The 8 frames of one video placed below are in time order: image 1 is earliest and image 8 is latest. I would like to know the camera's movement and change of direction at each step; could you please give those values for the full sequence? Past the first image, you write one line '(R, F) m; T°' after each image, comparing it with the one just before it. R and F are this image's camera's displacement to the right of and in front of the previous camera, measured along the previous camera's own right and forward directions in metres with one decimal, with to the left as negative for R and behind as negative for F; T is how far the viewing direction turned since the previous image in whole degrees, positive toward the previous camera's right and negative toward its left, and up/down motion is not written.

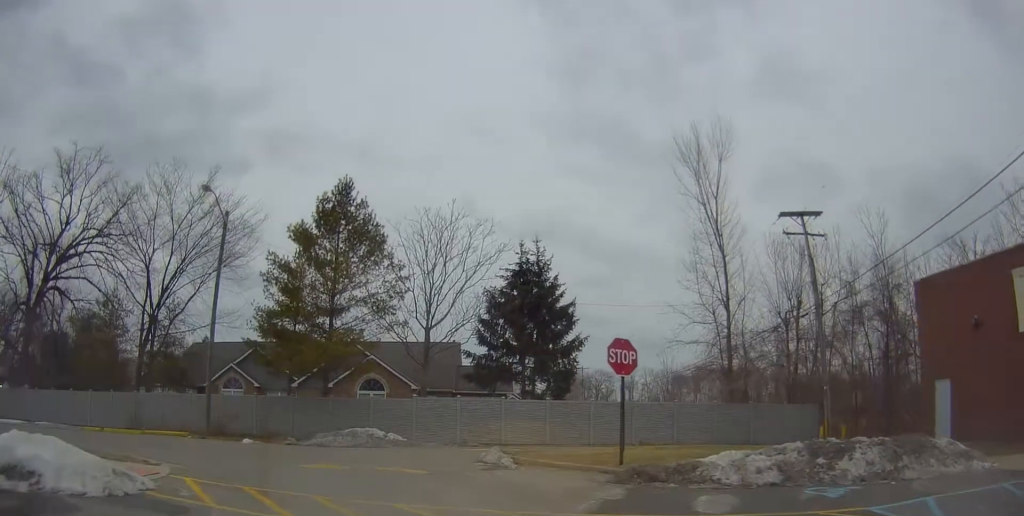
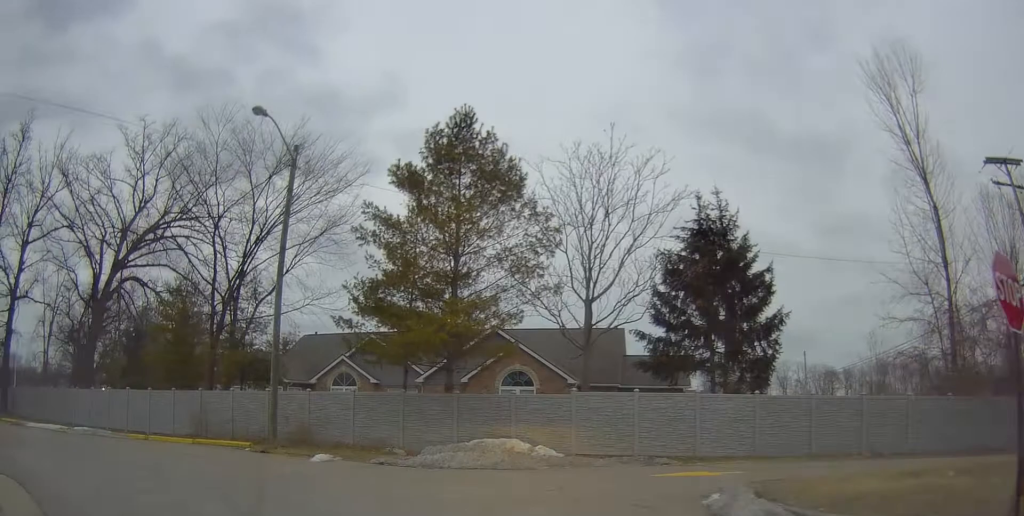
(0.0, +8.0) m; -5°
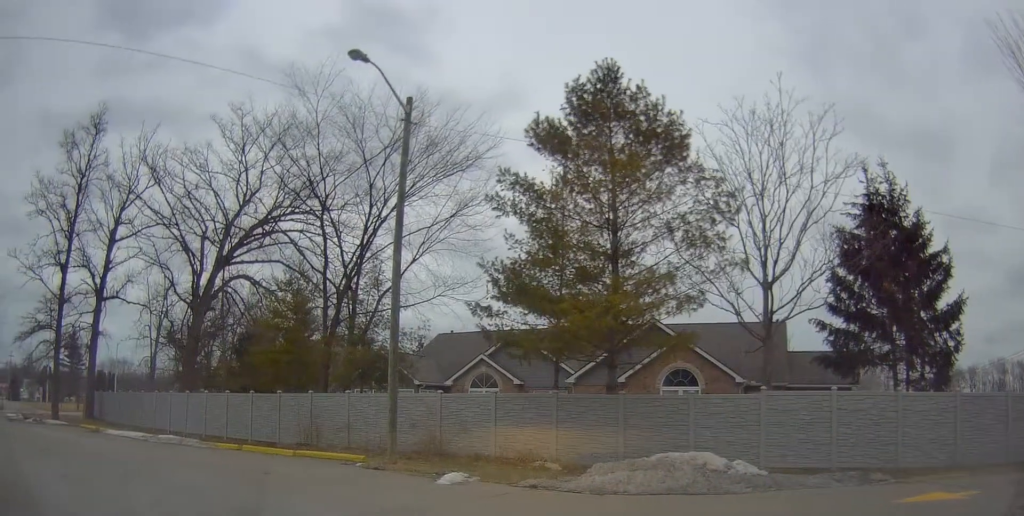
(-1.2, +4.6) m; -25°
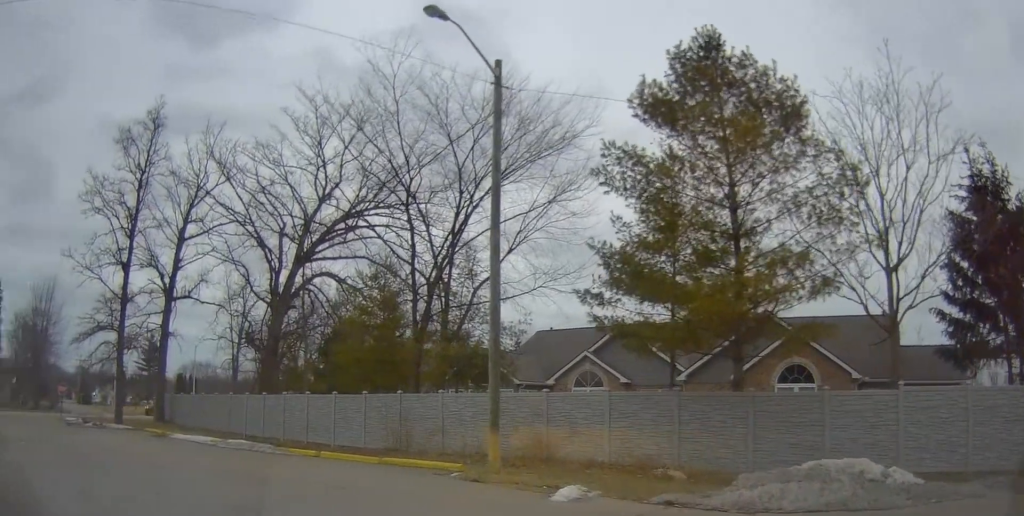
(-0.2, +2.0) m; -6°
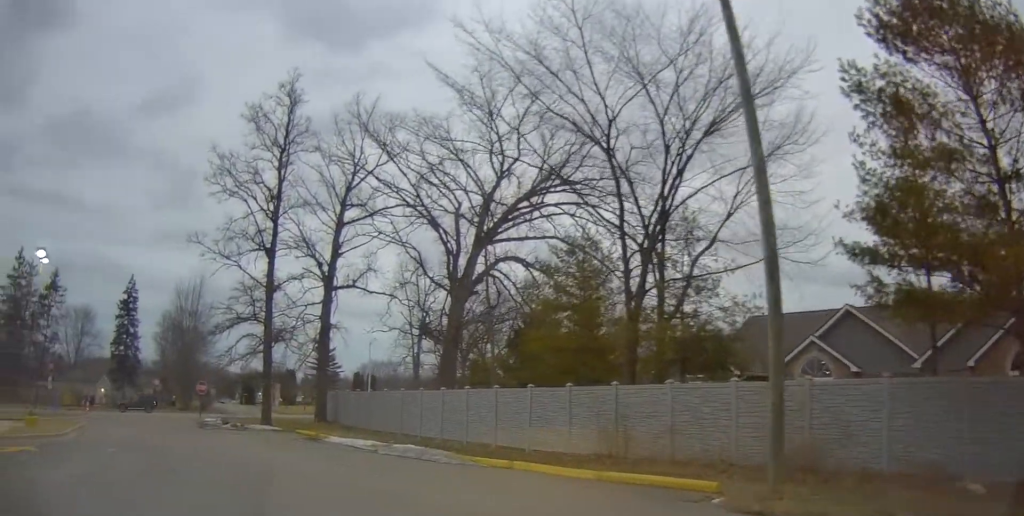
(-0.1, +3.5) m; -17°
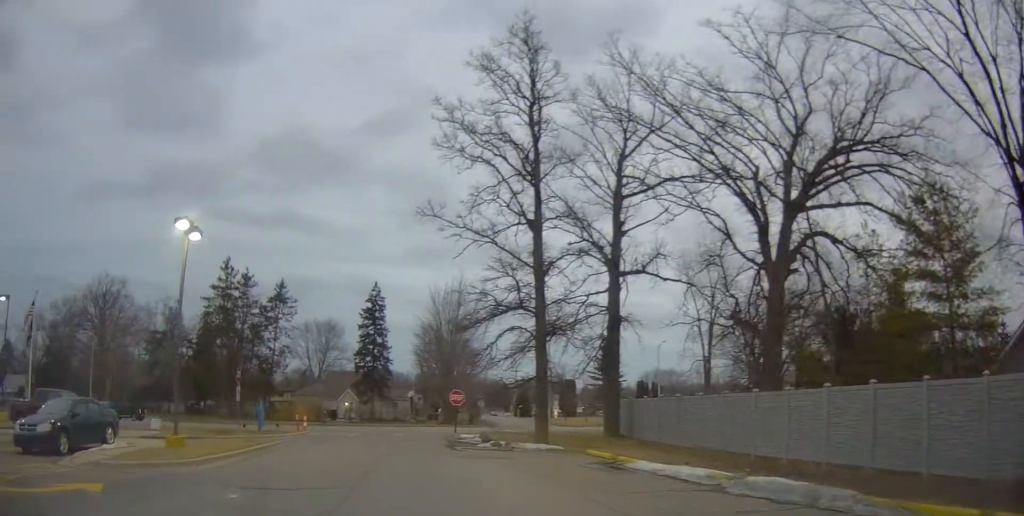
(-1.8, +6.0) m; -25°
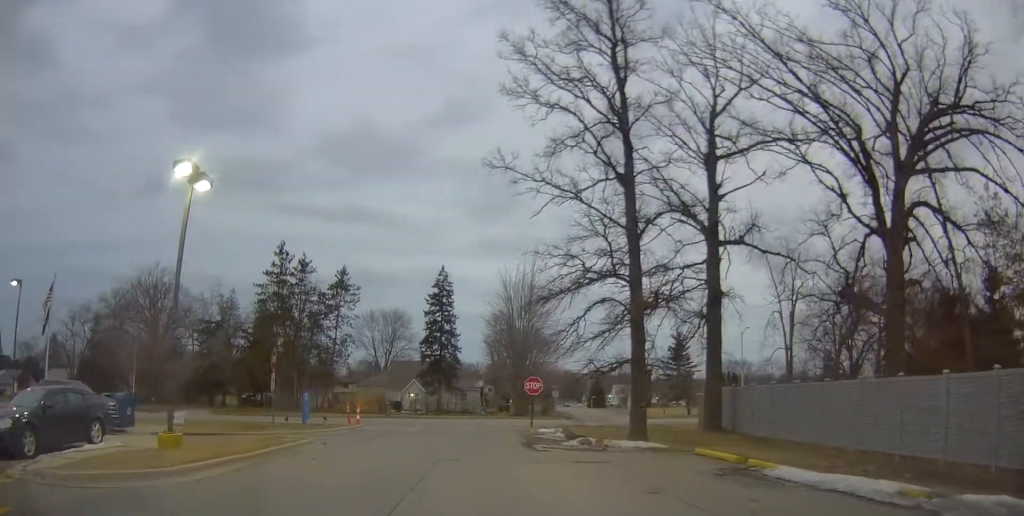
(-0.3, +3.7) m; -6°
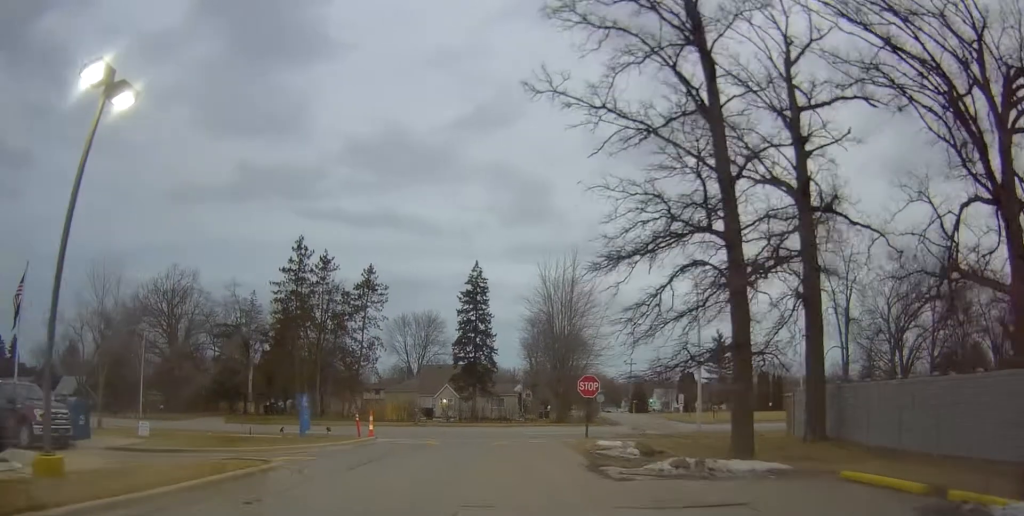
(0.0, +5.1) m; 0°
